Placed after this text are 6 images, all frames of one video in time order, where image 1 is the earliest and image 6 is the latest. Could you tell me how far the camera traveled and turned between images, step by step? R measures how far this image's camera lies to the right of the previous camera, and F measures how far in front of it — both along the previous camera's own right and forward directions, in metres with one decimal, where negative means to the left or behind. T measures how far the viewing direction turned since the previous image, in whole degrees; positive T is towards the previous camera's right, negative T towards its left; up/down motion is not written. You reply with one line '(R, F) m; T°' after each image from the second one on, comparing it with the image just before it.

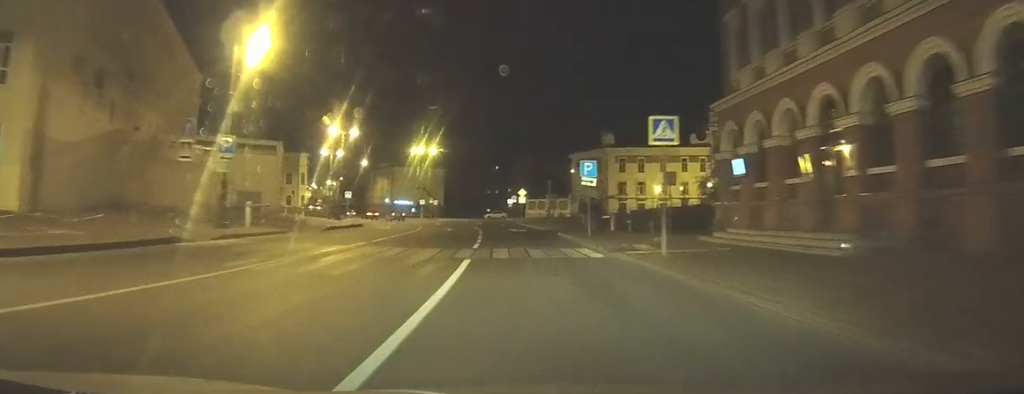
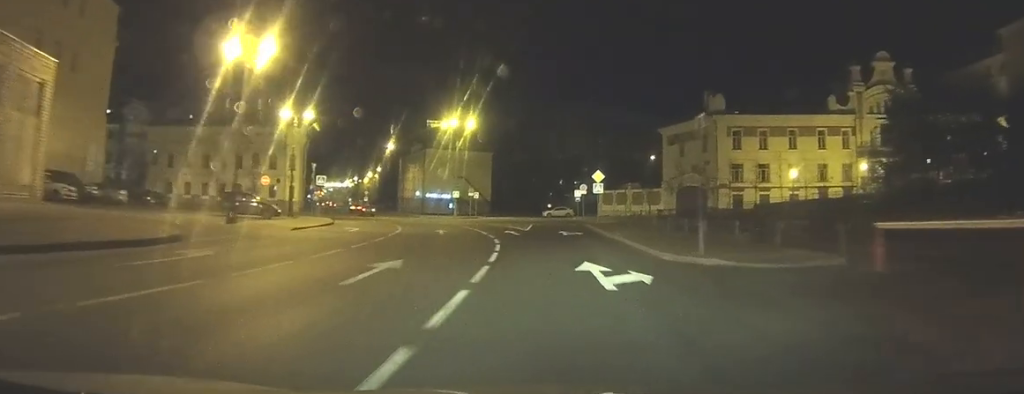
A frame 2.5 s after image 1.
(-1.2, +28.4) m; -7°
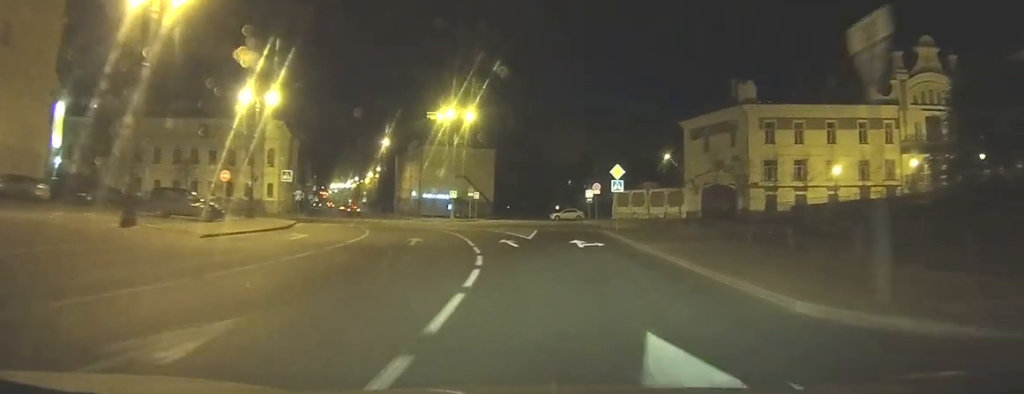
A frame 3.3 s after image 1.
(-0.4, +8.6) m; -4°
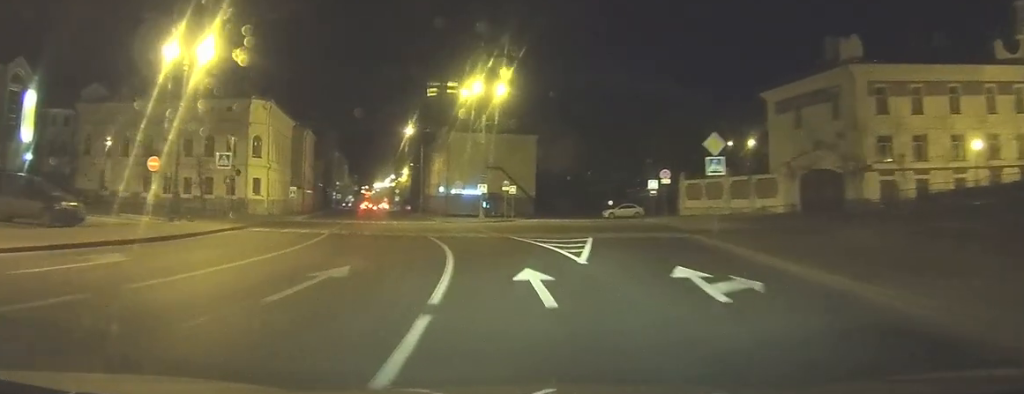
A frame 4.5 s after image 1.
(-0.7, +14.6) m; -4°
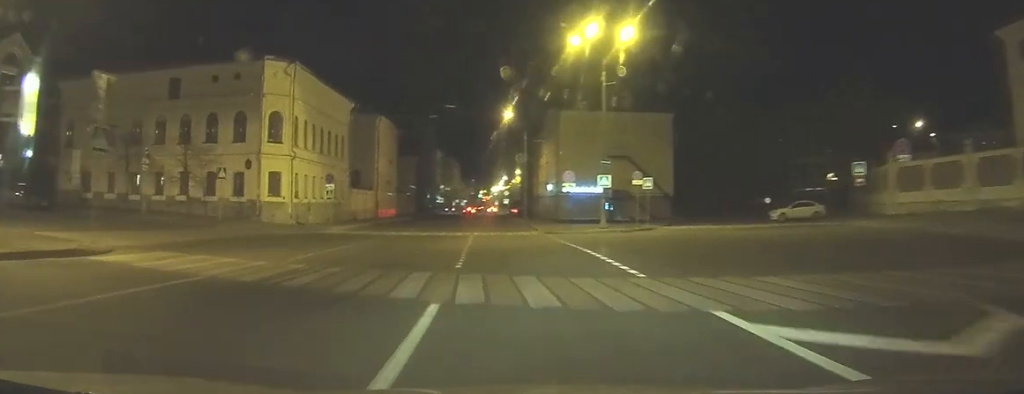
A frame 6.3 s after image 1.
(-0.5, +19.3) m; -6°
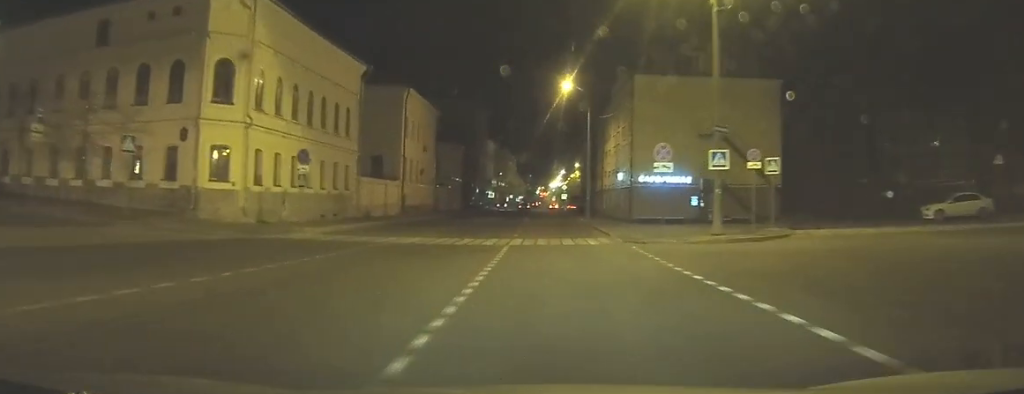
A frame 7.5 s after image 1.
(-0.9, +13.5) m; -5°
